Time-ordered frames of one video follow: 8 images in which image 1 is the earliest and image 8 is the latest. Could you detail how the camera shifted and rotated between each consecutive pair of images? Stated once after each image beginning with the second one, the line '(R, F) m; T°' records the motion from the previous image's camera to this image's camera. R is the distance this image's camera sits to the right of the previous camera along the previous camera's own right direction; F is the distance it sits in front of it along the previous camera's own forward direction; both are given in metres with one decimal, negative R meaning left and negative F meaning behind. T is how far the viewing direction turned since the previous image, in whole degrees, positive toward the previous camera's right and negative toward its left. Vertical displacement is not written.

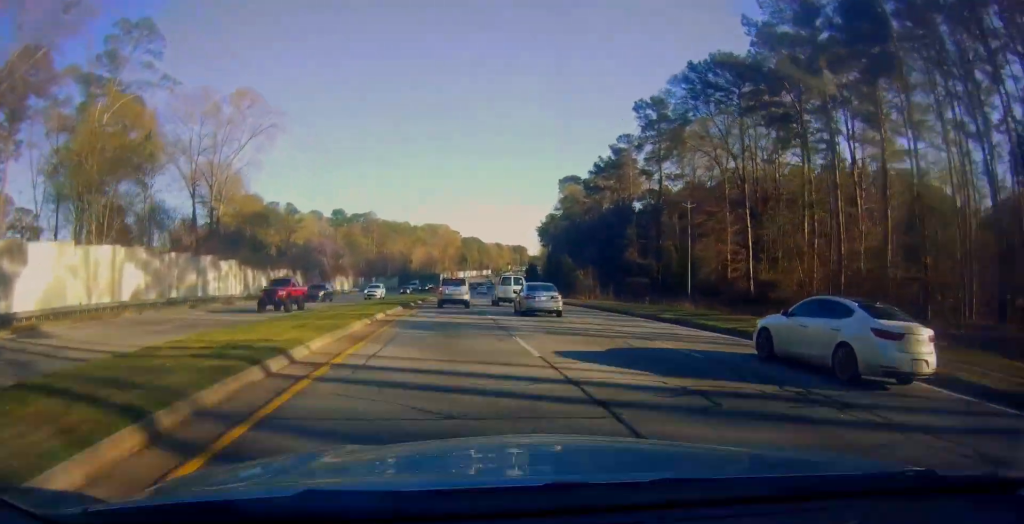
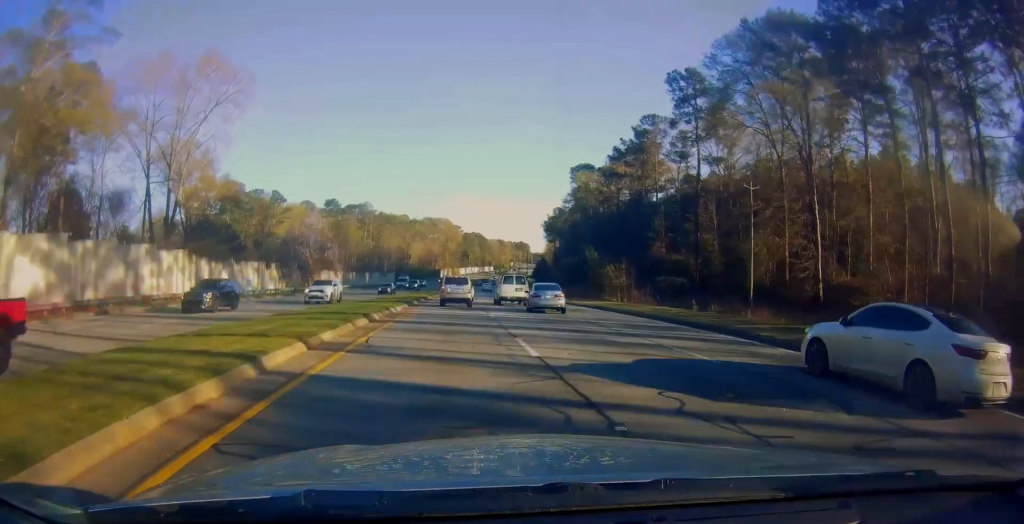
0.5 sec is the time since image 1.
(+0.4, +13.3) m; 0°
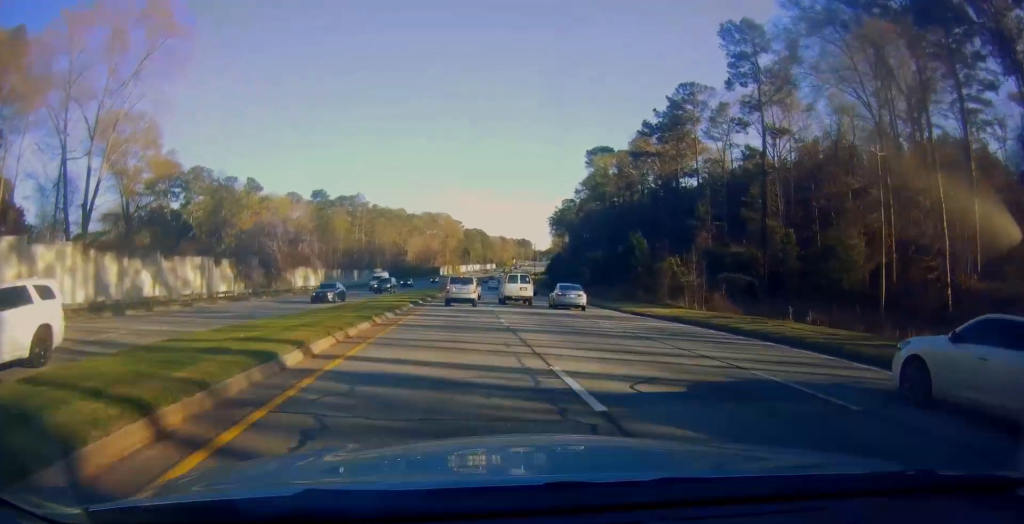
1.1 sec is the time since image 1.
(-0.7, +16.8) m; 0°
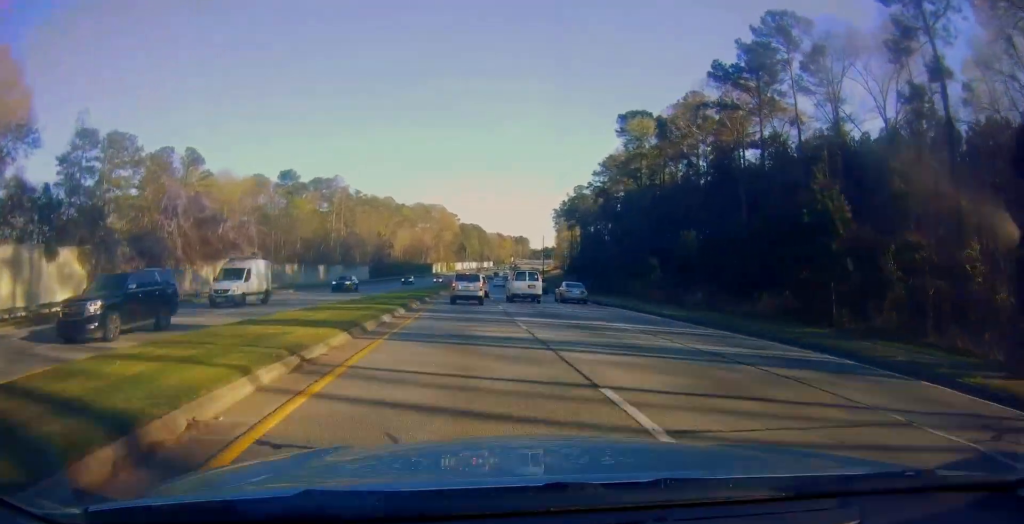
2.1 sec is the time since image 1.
(+0.3, +26.8) m; 0°
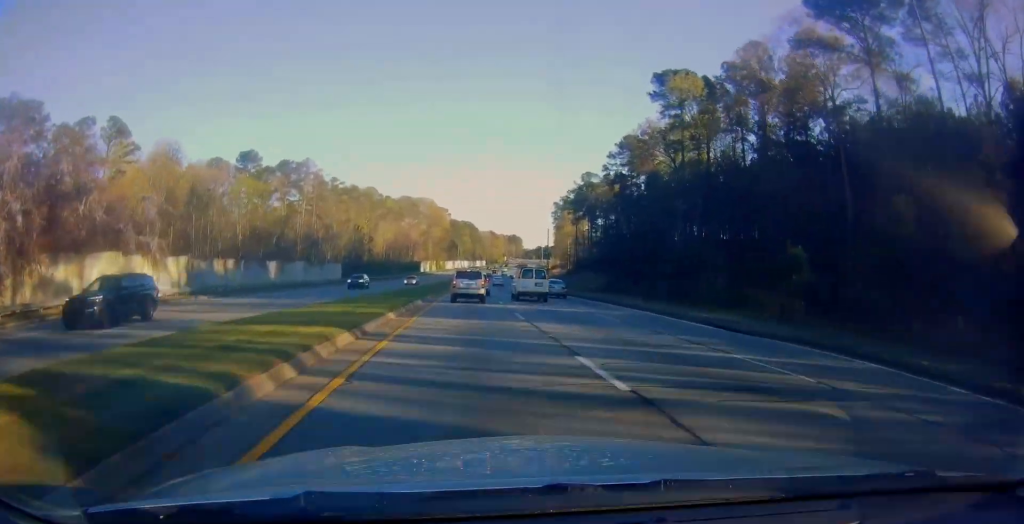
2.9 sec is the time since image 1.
(-0.1, +21.7) m; 0°
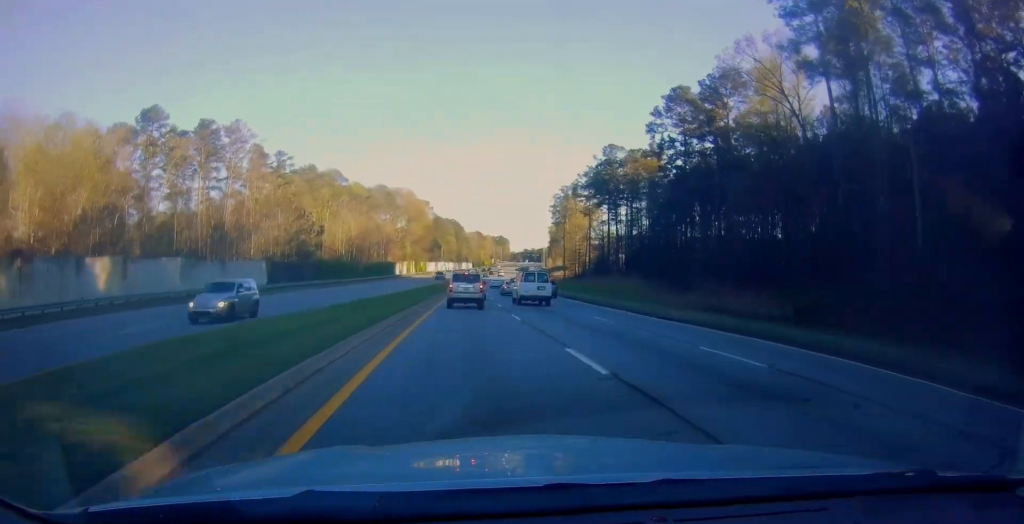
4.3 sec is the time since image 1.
(-0.1, +36.7) m; +1°
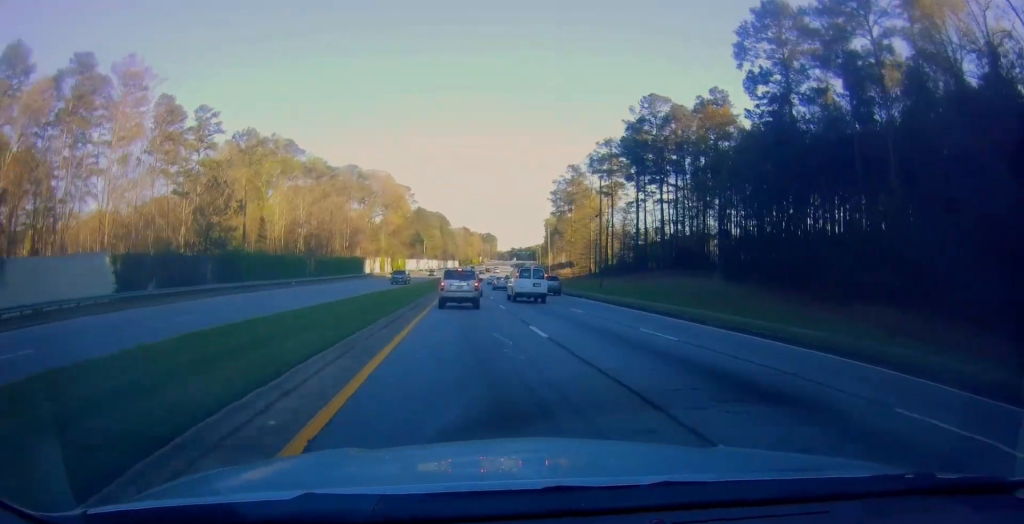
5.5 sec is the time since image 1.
(+0.6, +33.2) m; +2°
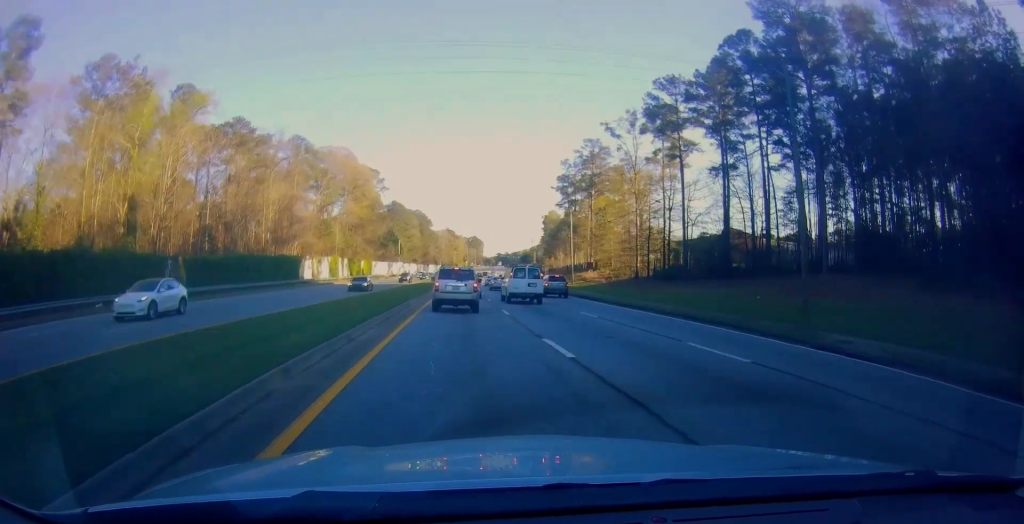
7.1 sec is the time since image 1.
(+1.2, +46.0) m; +2°
